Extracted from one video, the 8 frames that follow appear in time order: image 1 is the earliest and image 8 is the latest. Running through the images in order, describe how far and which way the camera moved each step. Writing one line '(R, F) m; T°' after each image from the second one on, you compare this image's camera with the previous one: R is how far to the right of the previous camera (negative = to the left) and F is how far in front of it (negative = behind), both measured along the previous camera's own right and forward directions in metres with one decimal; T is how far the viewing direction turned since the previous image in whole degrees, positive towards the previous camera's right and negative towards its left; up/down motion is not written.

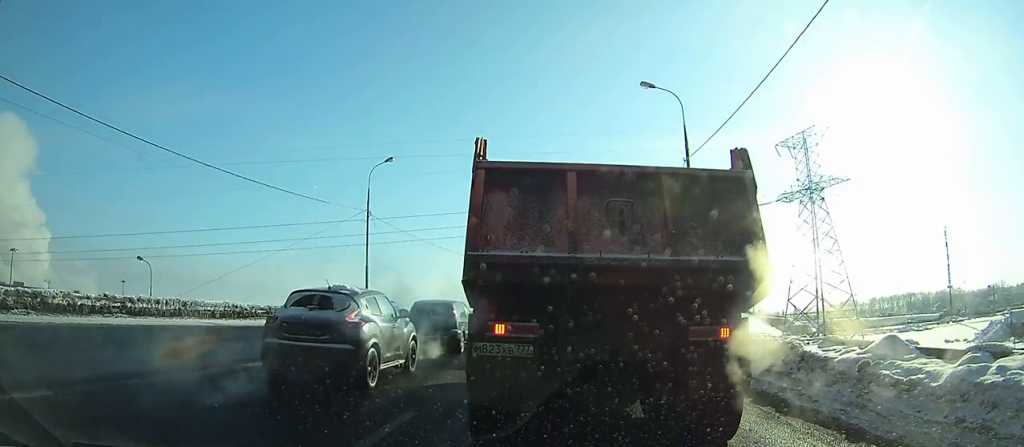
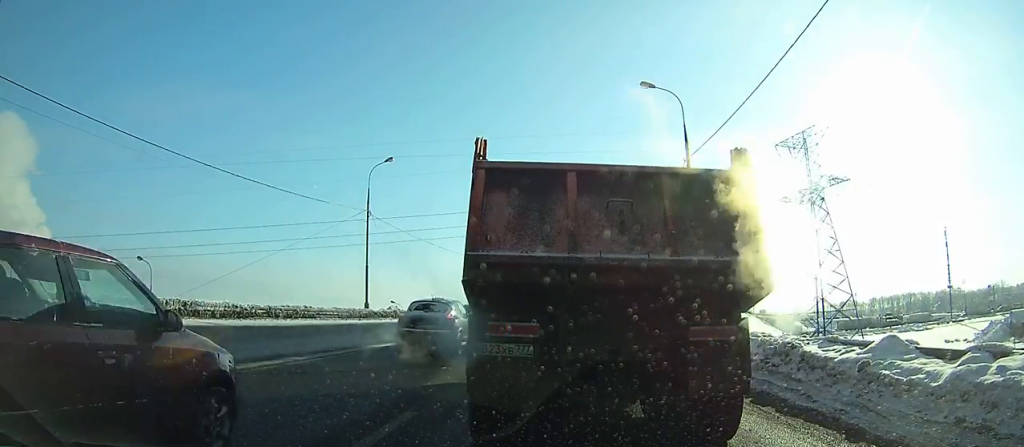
(0.0, +1.2) m; +1°
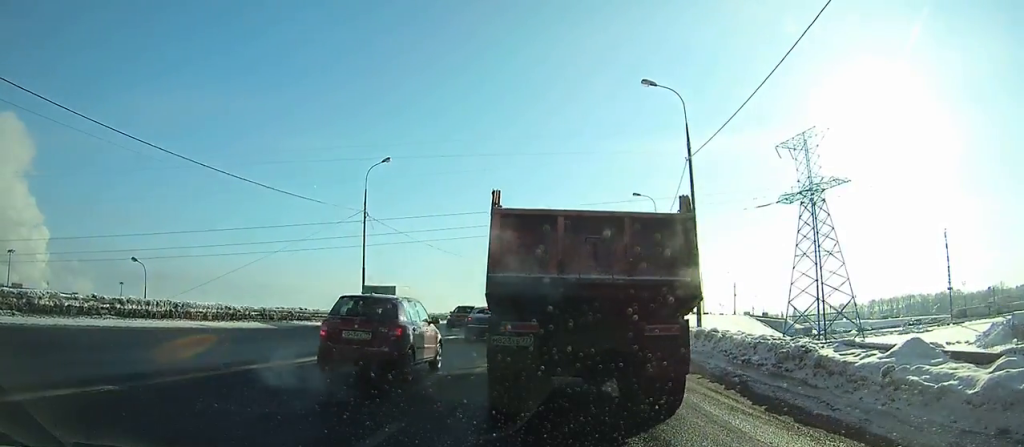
(0.0, +2.3) m; +1°
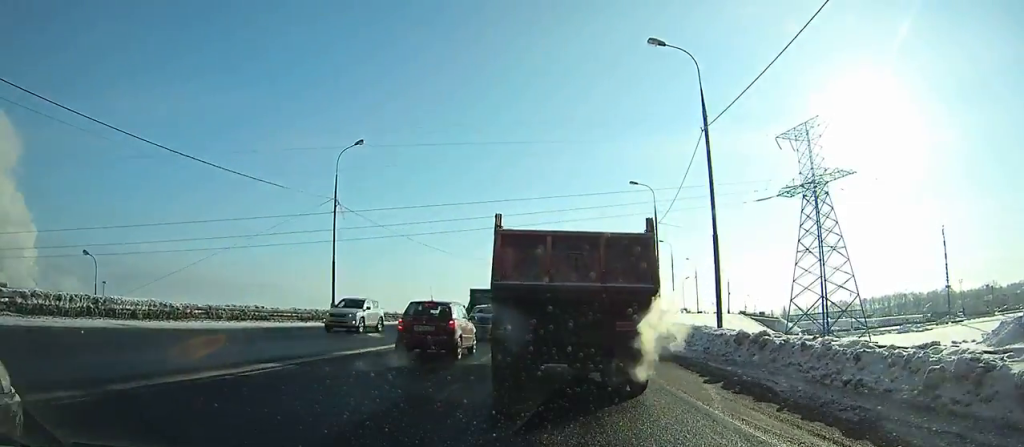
(0.0, +4.0) m; +1°
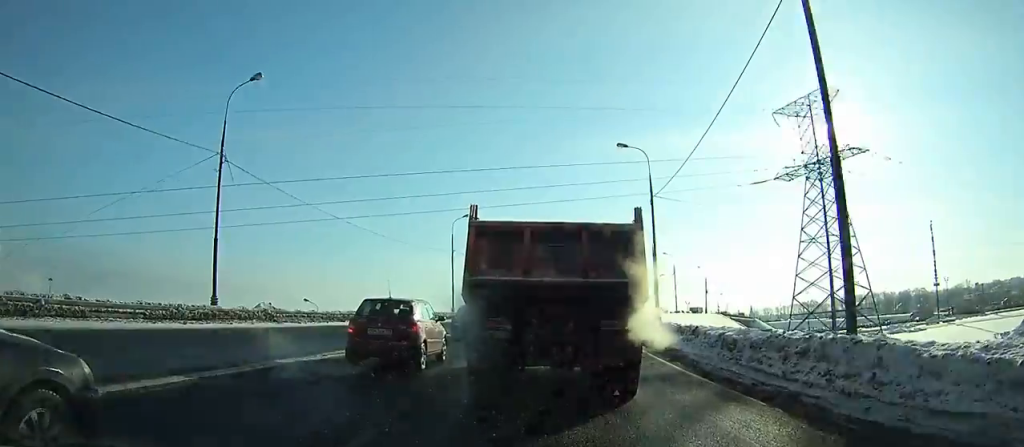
(+0.1, +9.7) m; +1°
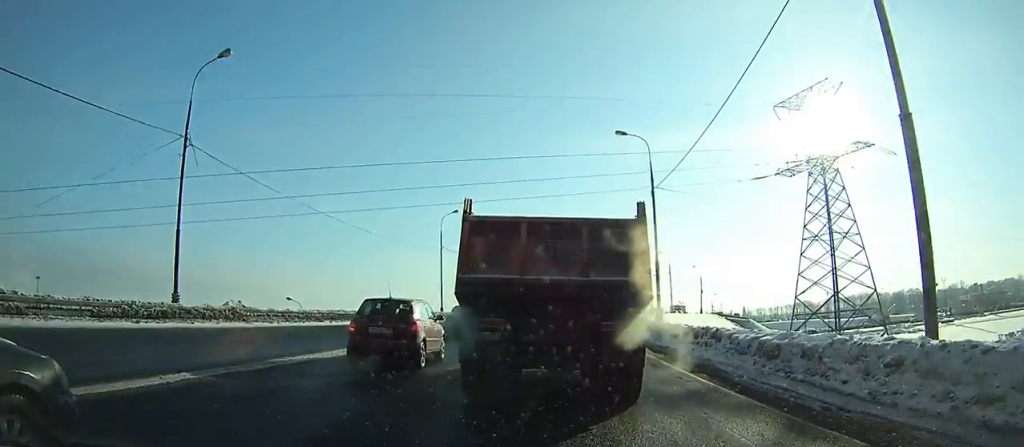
(0.0, +2.6) m; +1°
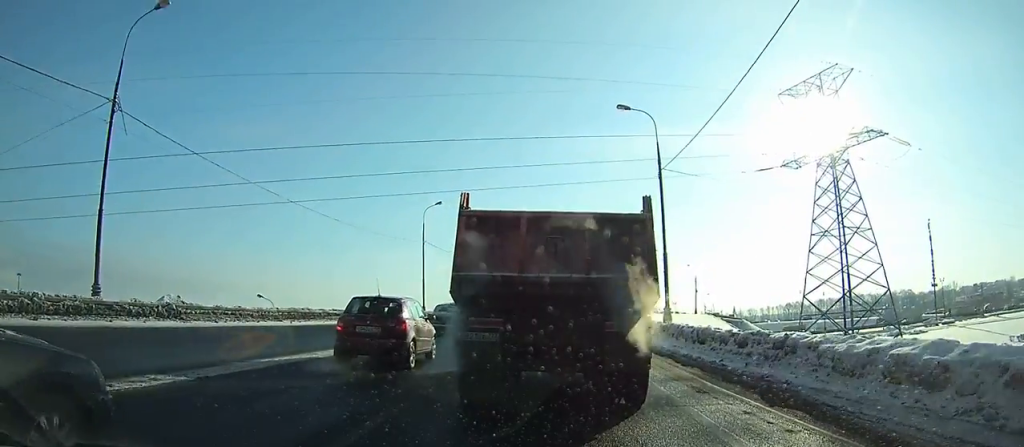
(0.0, +4.8) m; +1°
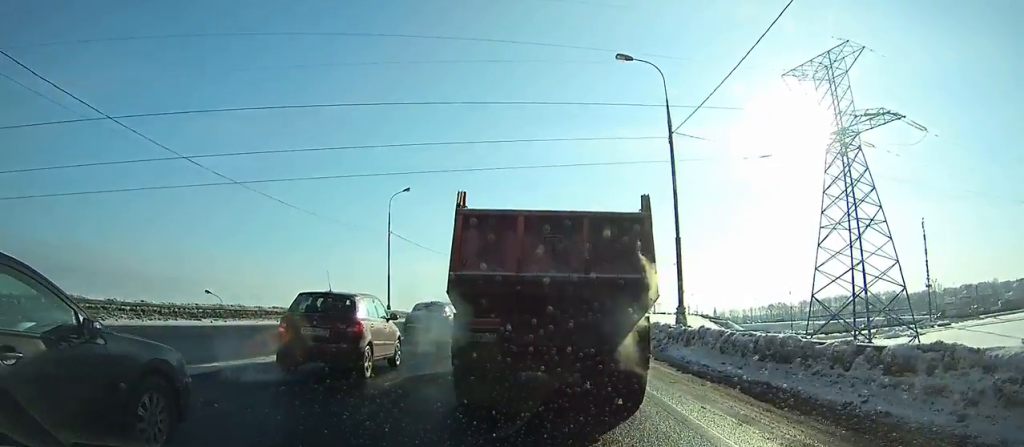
(+0.1, +7.2) m; +2°
